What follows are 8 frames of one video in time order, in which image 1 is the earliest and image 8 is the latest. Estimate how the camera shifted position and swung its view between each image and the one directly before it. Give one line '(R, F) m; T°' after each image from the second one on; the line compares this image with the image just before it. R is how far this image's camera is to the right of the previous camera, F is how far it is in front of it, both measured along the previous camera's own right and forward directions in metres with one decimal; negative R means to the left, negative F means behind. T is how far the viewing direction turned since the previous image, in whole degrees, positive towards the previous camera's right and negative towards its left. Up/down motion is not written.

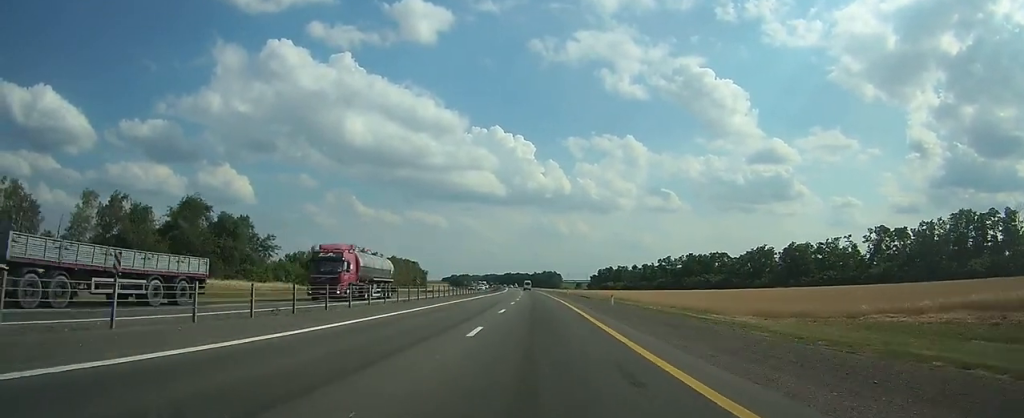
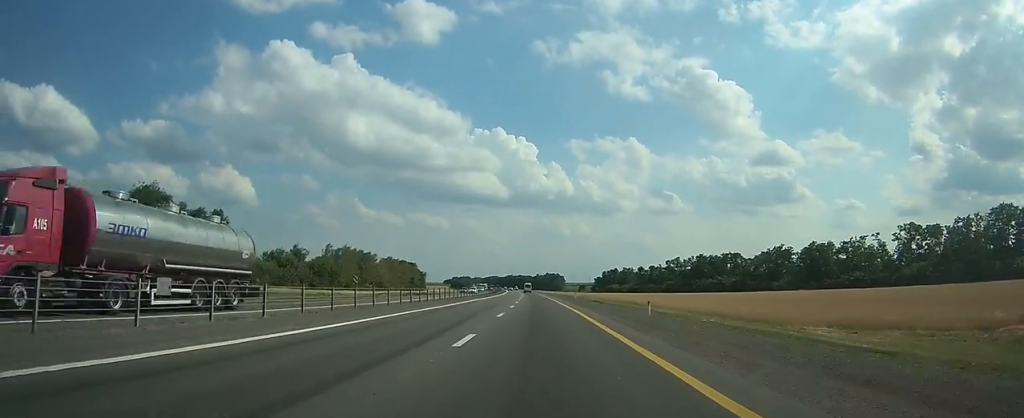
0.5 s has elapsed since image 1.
(0.0, +14.3) m; 0°
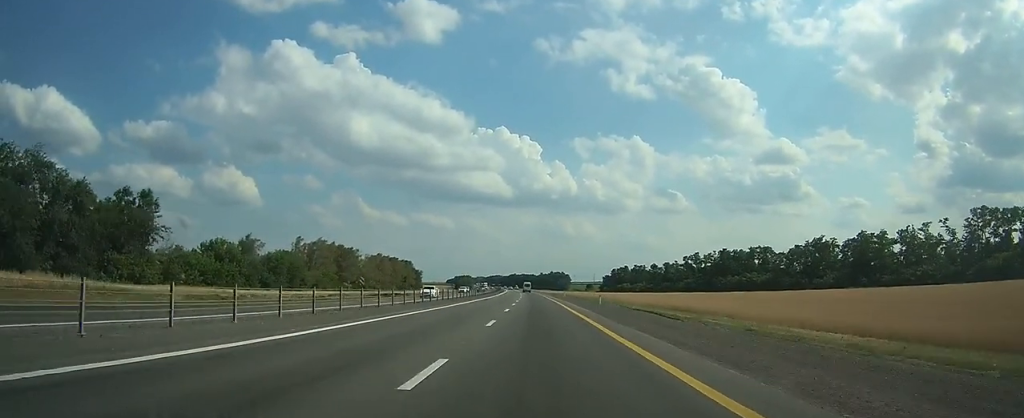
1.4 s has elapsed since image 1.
(-0.1, +28.6) m; 0°
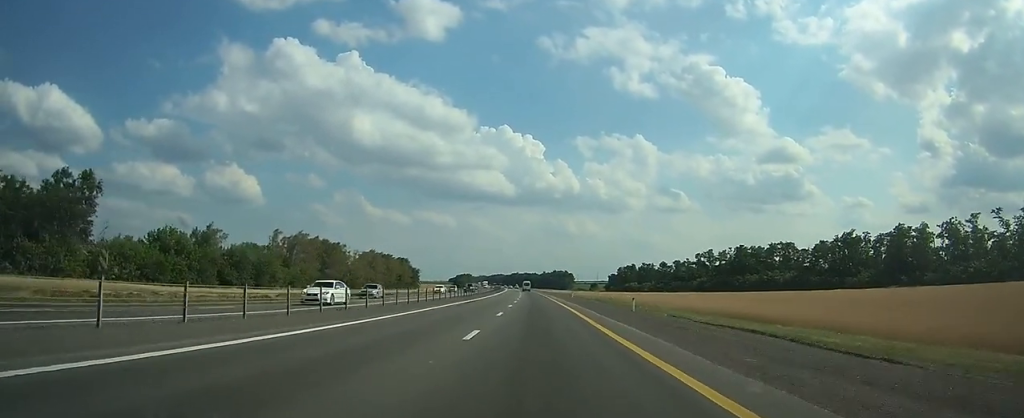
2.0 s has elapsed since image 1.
(0.0, +17.4) m; 0°
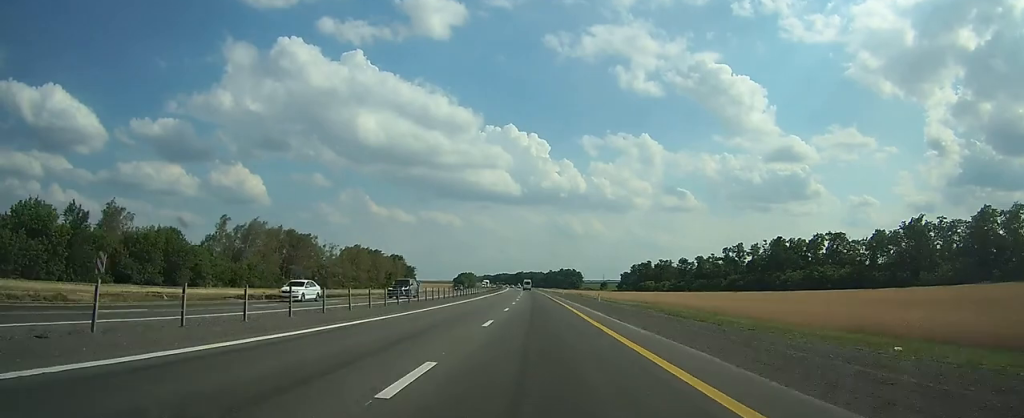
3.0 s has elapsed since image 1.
(-0.1, +30.8) m; 0°
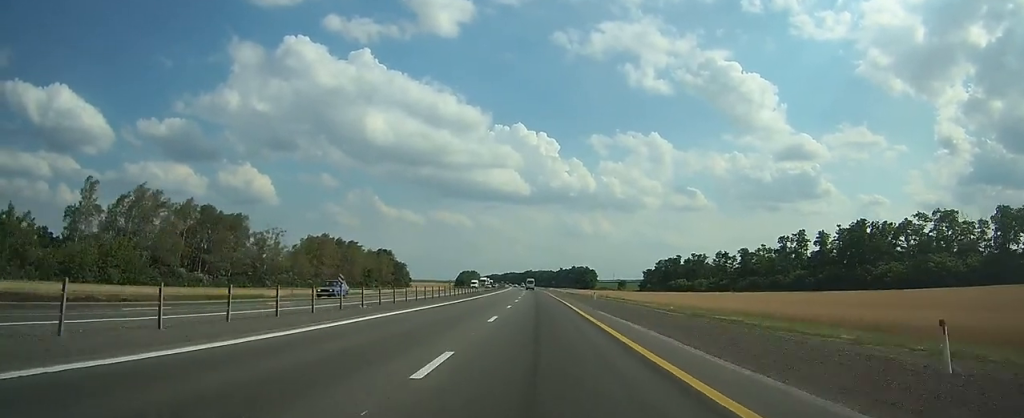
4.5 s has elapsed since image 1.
(-0.2, +46.3) m; -1°
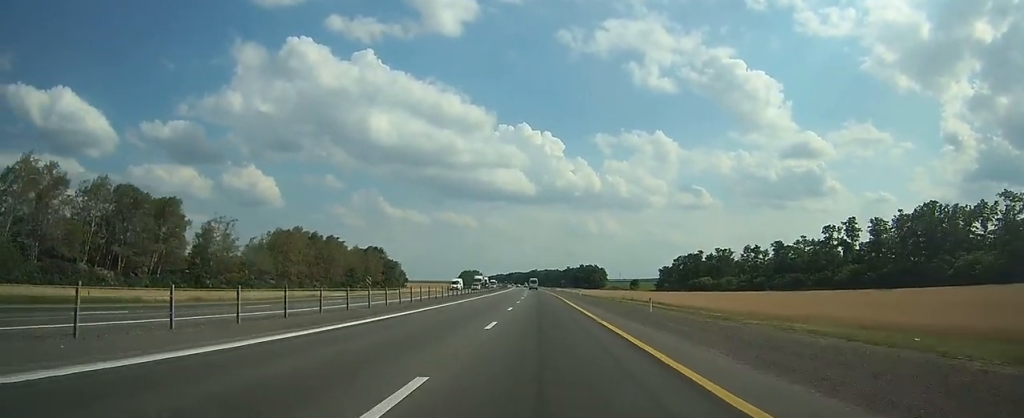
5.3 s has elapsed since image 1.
(-0.2, +26.8) m; -1°
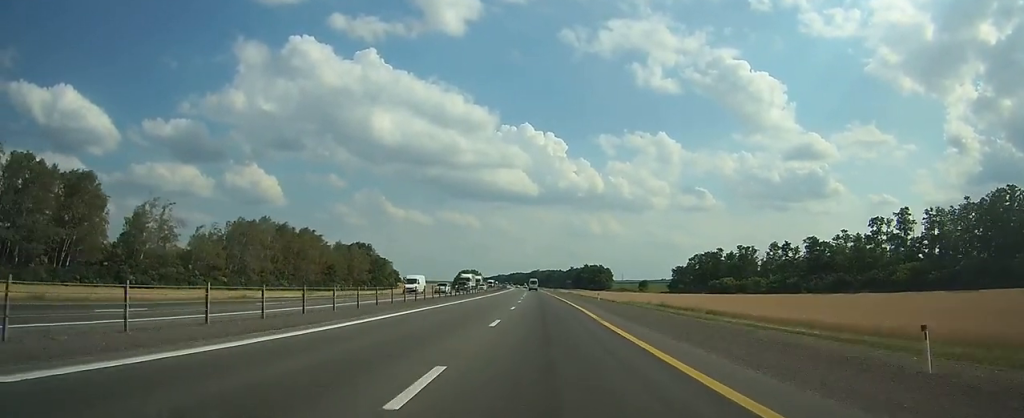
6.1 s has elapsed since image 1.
(-0.1, +22.7) m; -1°
